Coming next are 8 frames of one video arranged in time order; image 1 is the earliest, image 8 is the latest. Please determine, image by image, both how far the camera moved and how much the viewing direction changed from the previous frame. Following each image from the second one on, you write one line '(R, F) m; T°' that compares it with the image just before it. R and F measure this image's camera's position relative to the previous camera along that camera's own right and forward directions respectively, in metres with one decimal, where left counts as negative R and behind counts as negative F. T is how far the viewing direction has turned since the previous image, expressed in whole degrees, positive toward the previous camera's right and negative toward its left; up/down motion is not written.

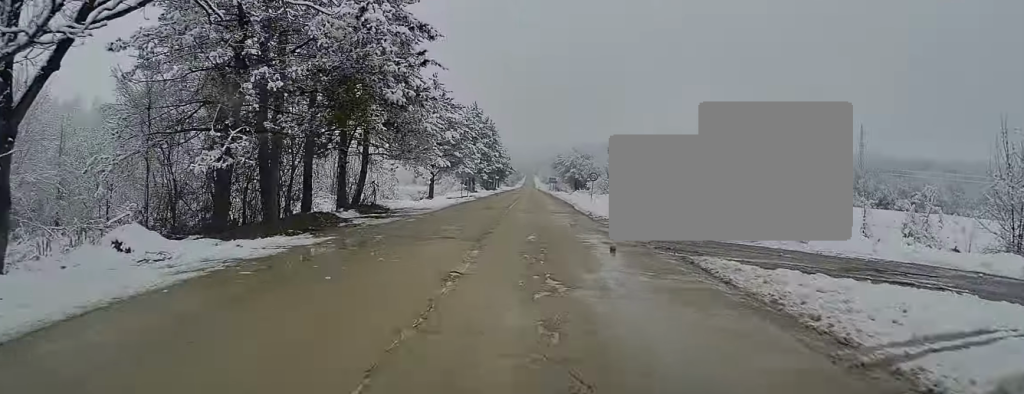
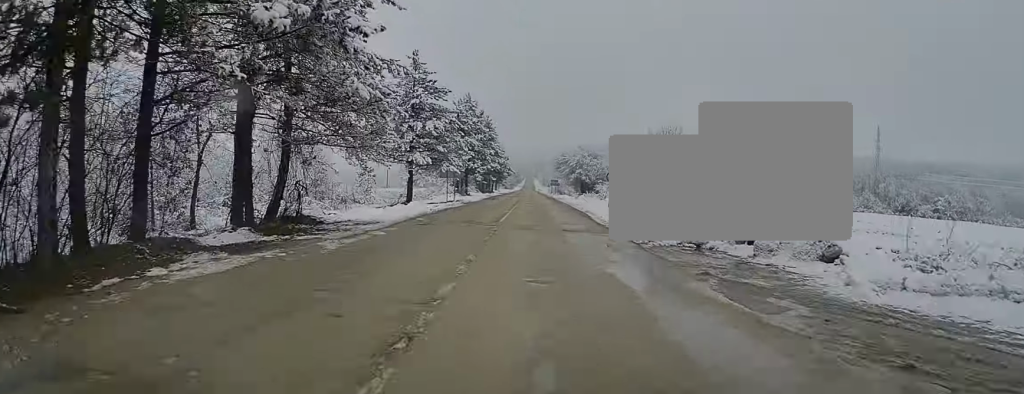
(-0.1, +12.1) m; 0°
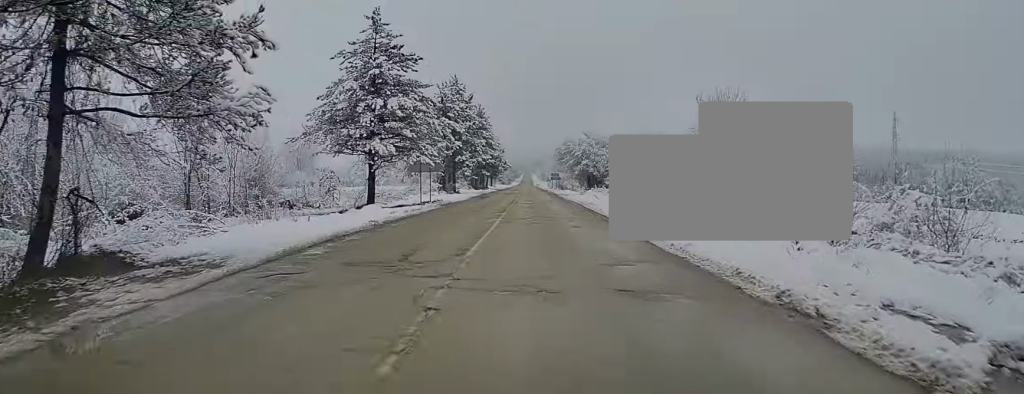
(+0.1, +12.9) m; 0°
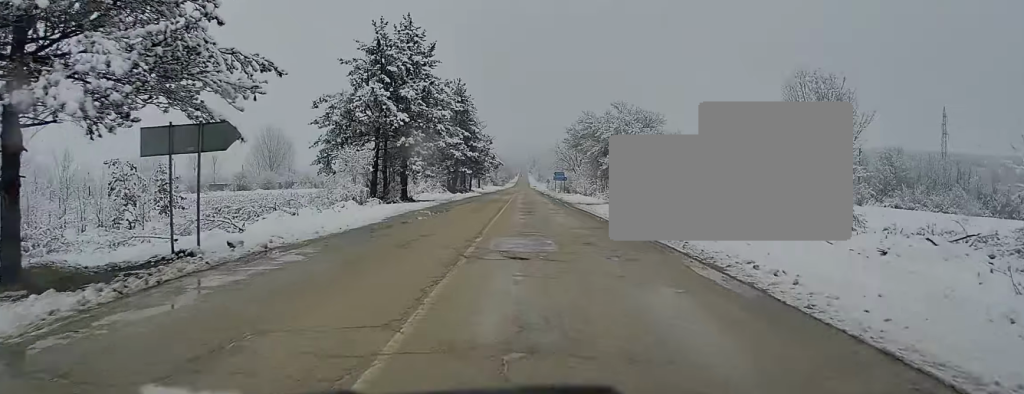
(+0.1, +30.7) m; 0°
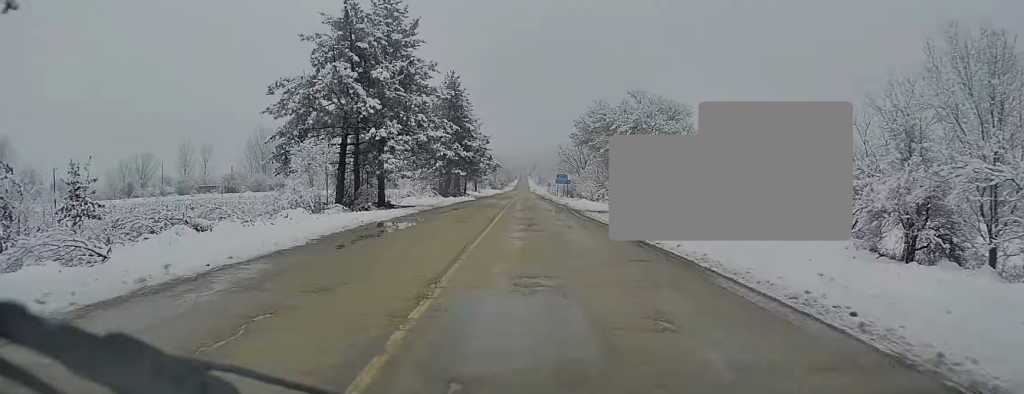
(0.0, +8.2) m; 0°
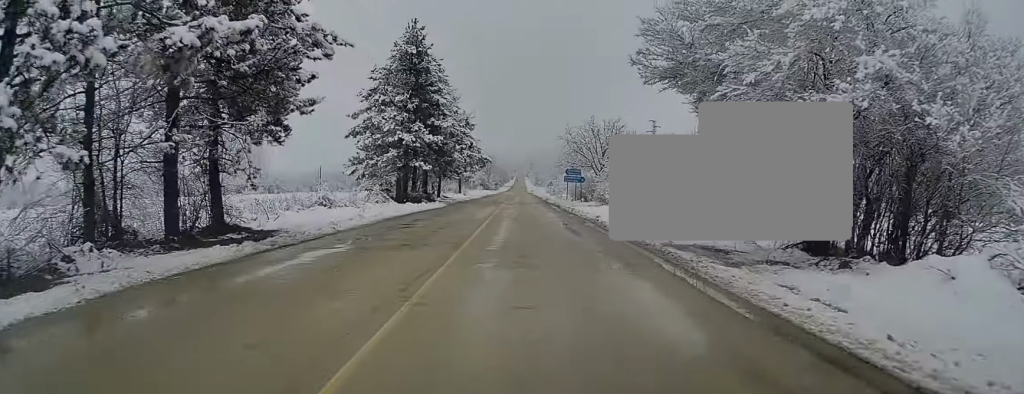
(-0.1, +25.8) m; 0°
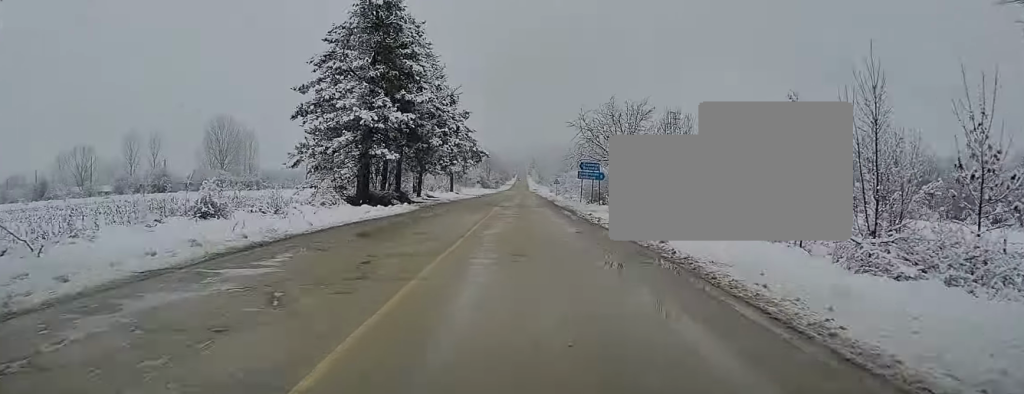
(0.0, +14.0) m; 0°
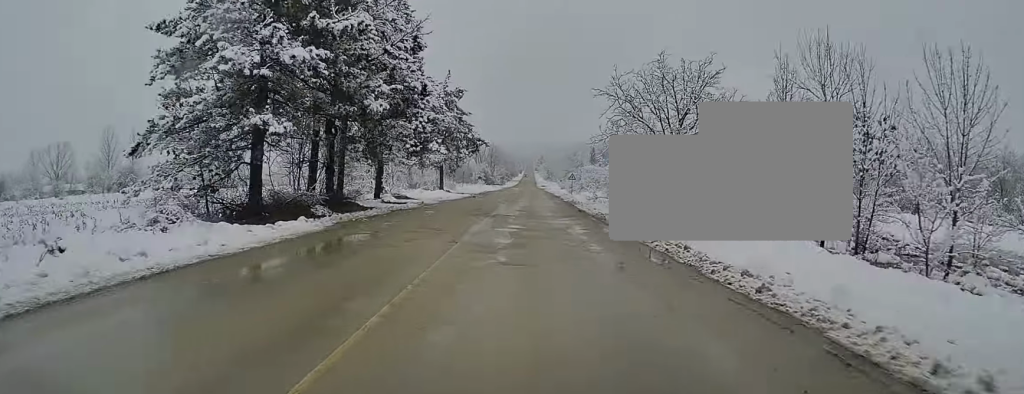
(-0.1, +18.1) m; 0°
